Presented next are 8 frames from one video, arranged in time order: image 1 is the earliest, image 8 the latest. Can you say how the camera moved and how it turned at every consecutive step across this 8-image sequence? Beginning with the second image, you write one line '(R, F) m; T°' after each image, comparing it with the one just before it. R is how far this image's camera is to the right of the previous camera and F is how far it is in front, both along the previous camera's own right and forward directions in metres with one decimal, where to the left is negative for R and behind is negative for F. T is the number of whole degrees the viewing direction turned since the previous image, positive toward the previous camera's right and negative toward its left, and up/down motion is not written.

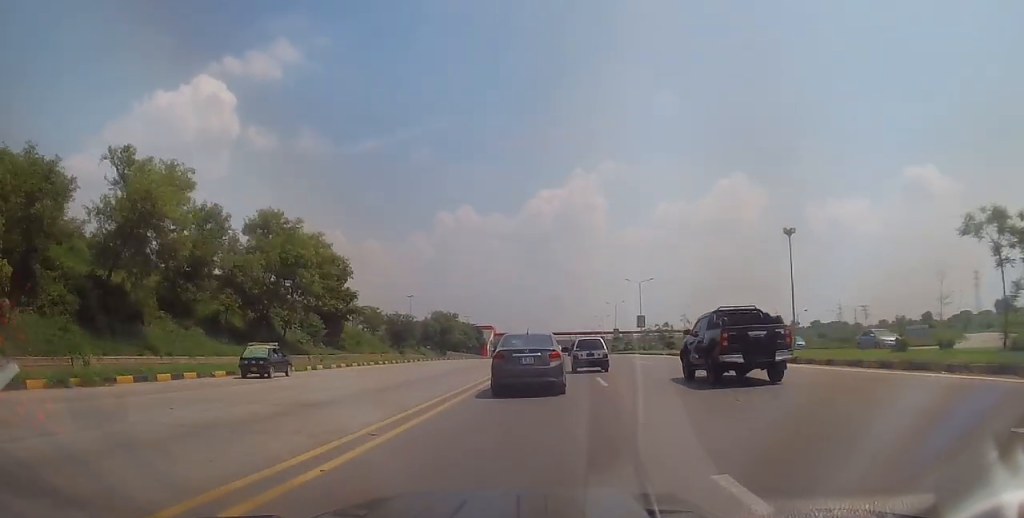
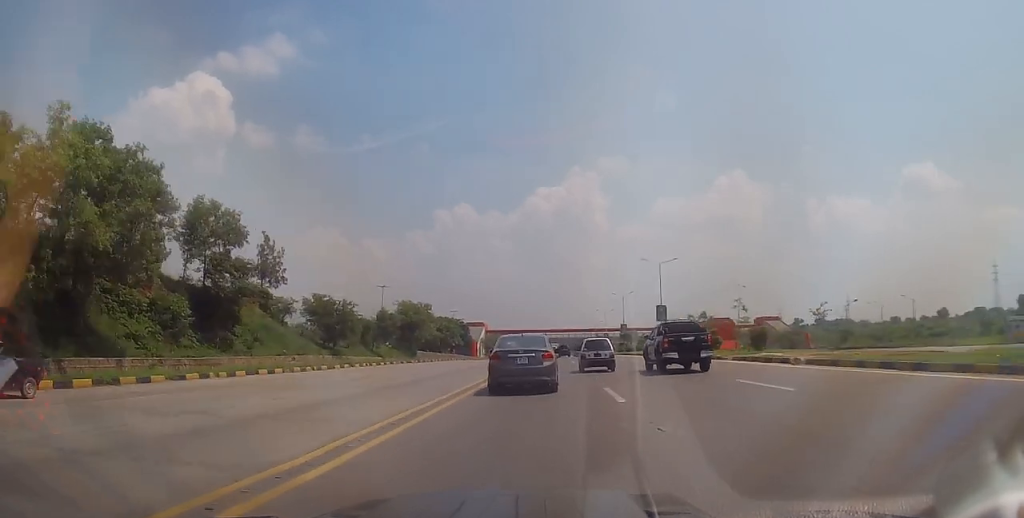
(+0.1, +20.7) m; +2°
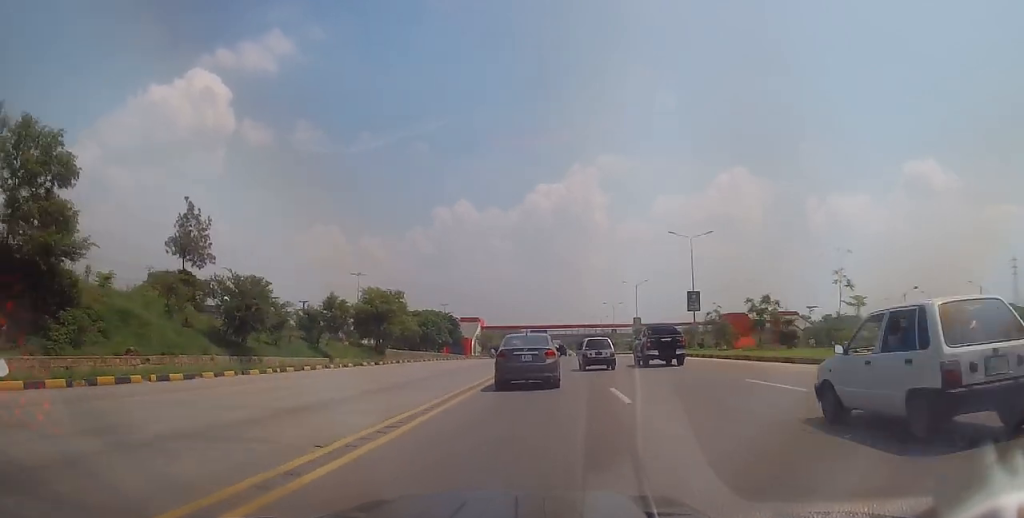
(0.0, +16.5) m; -1°
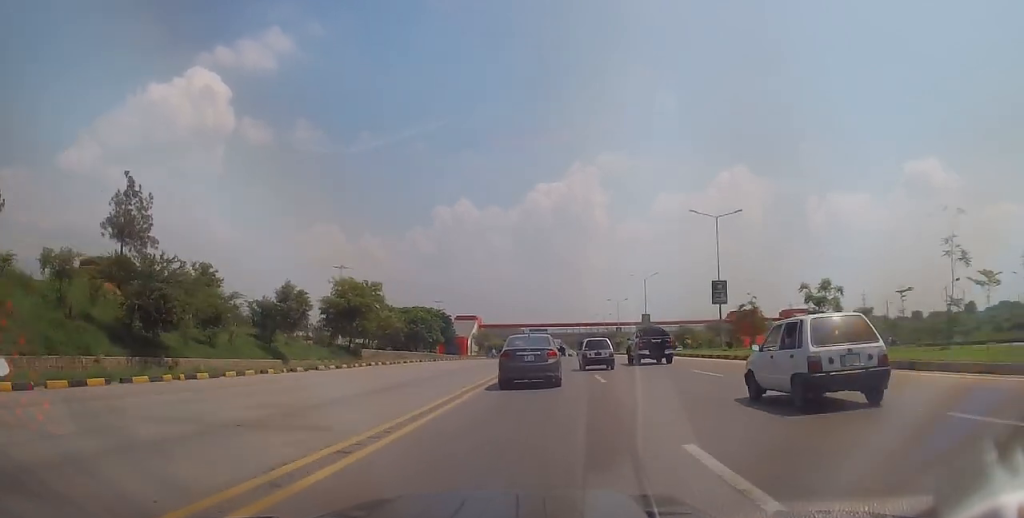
(-0.2, +9.0) m; -1°
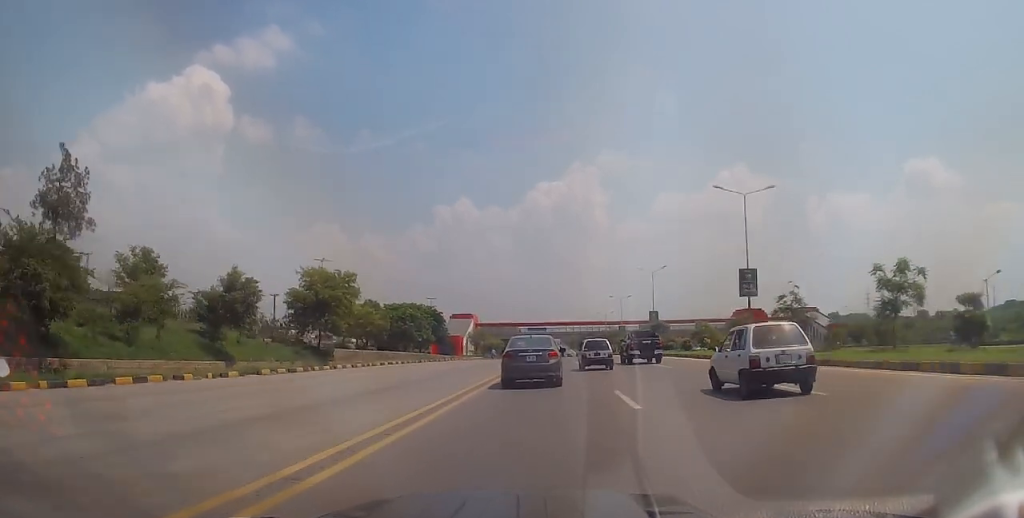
(+0.1, +7.6) m; 0°
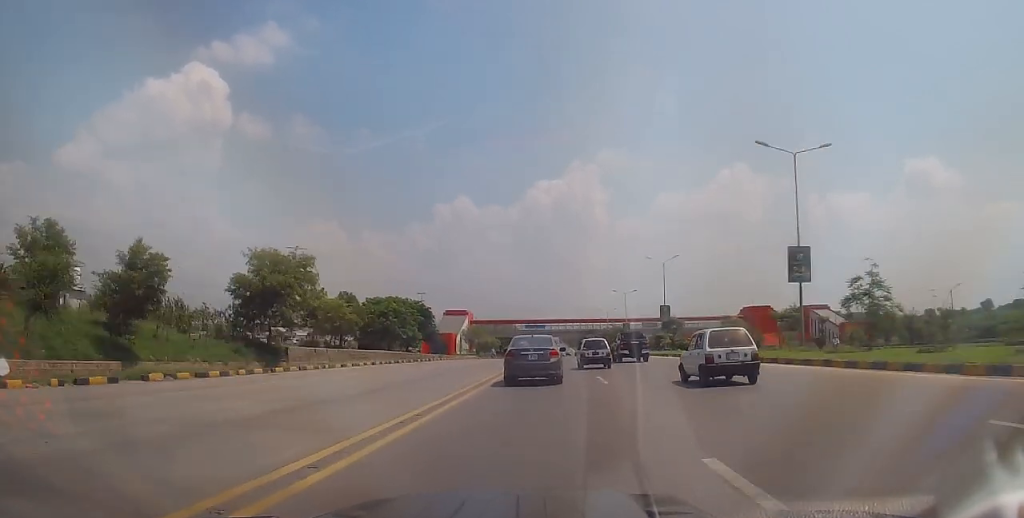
(0.0, +9.3) m; +1°
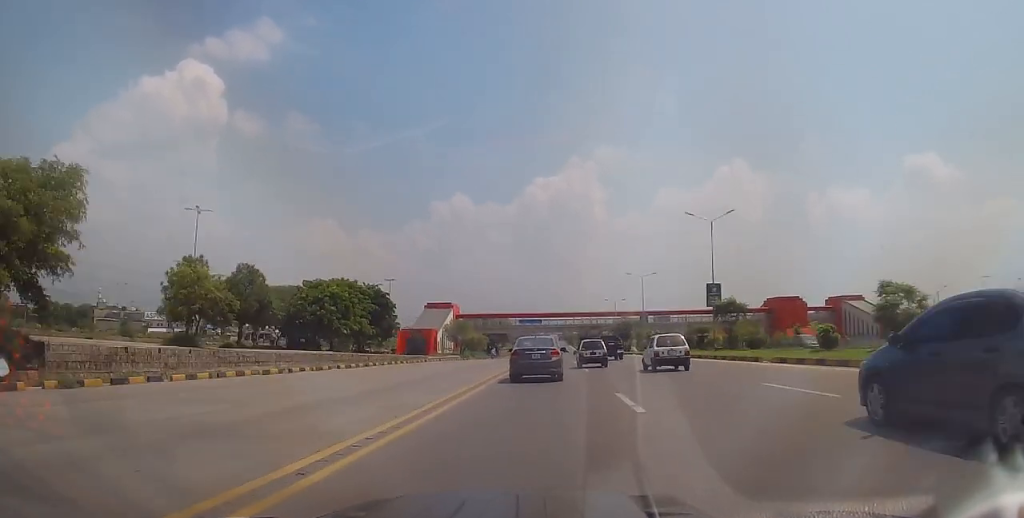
(+0.3, +23.6) m; +1°
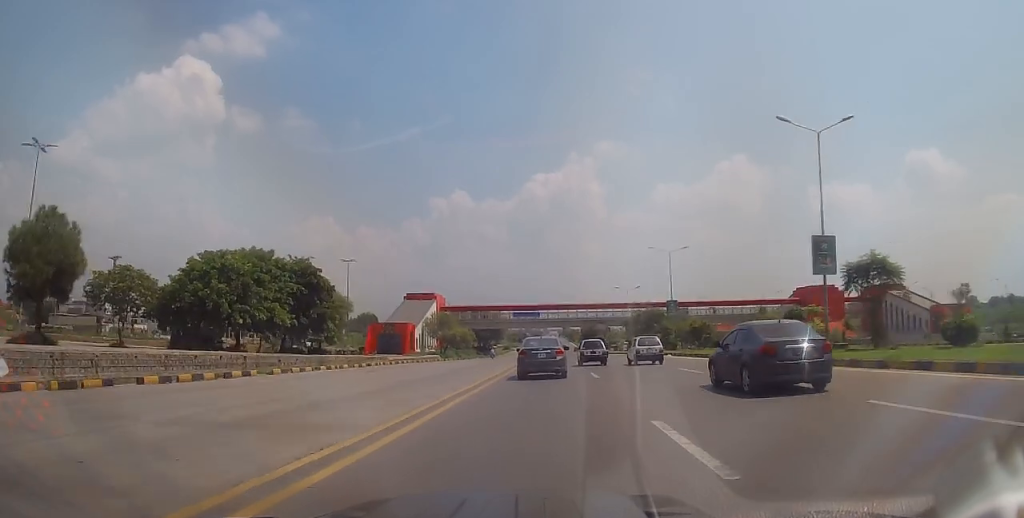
(-0.1, +21.5) m; +1°
